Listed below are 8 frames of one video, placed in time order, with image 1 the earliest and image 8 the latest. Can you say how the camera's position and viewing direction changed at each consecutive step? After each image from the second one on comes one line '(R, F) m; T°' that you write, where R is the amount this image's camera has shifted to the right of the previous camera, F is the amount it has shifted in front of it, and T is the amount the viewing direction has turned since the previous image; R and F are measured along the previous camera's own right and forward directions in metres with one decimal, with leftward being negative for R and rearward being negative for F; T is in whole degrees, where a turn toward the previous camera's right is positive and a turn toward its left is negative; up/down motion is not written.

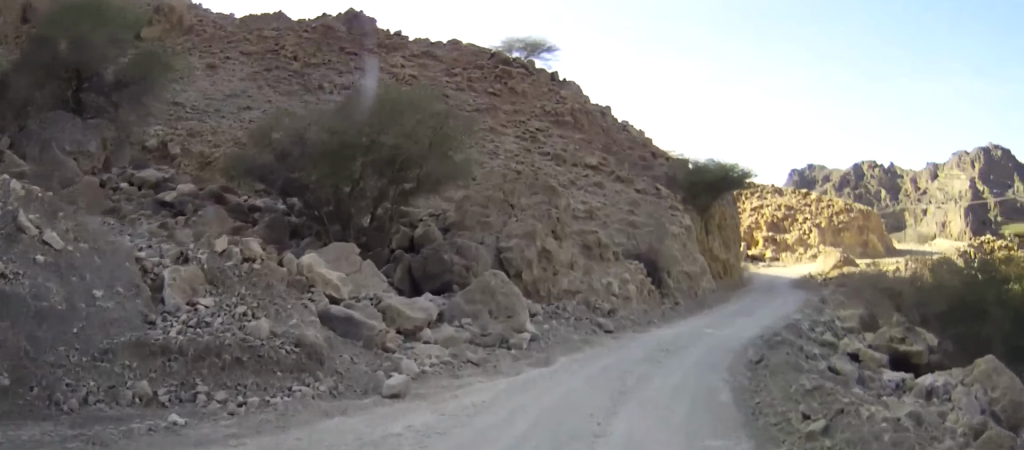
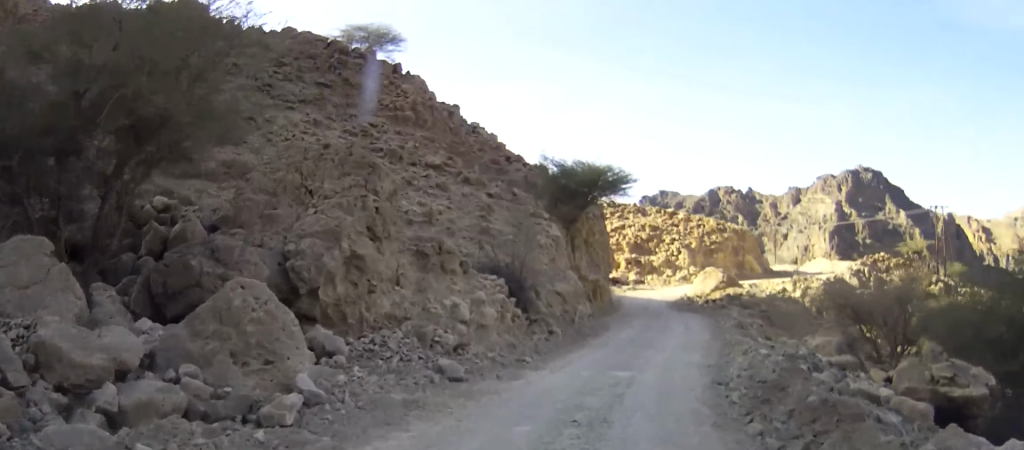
(+0.8, +7.5) m; +12°
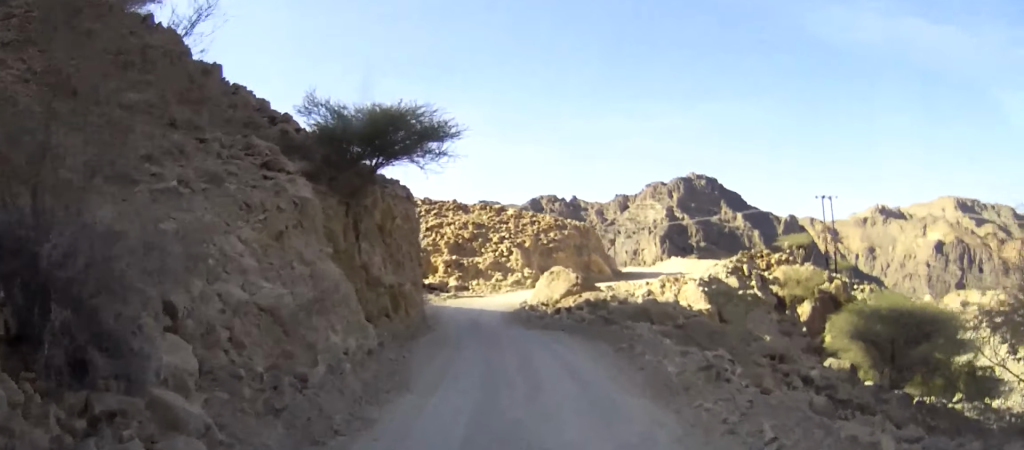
(+2.3, +14.0) m; +15°
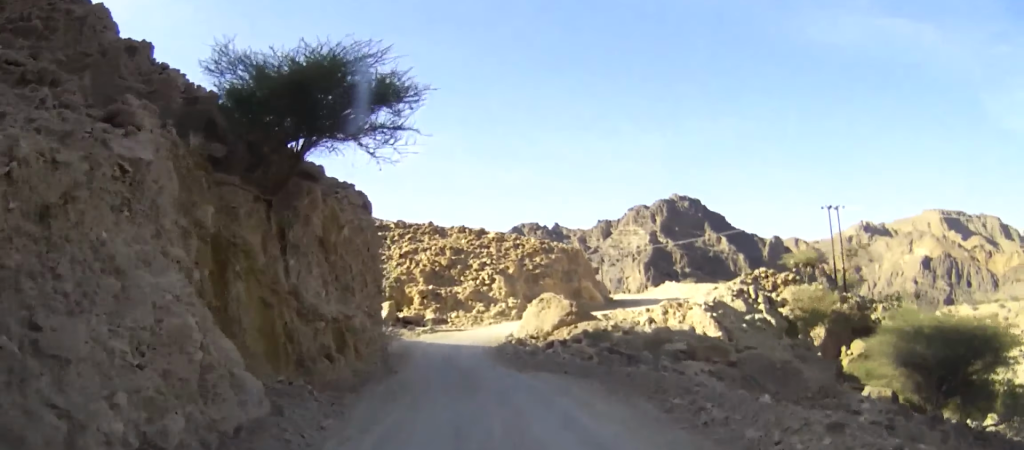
(+0.2, +6.0) m; +2°
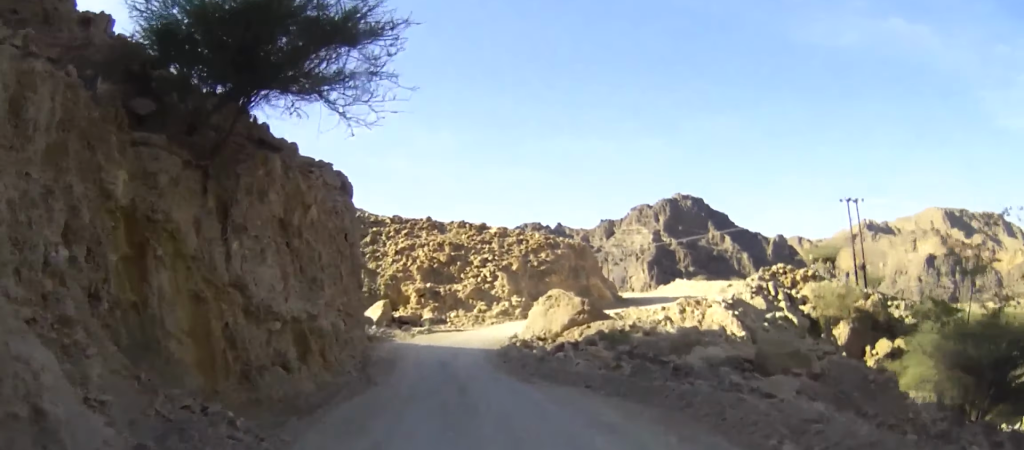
(+0.1, +3.8) m; 0°
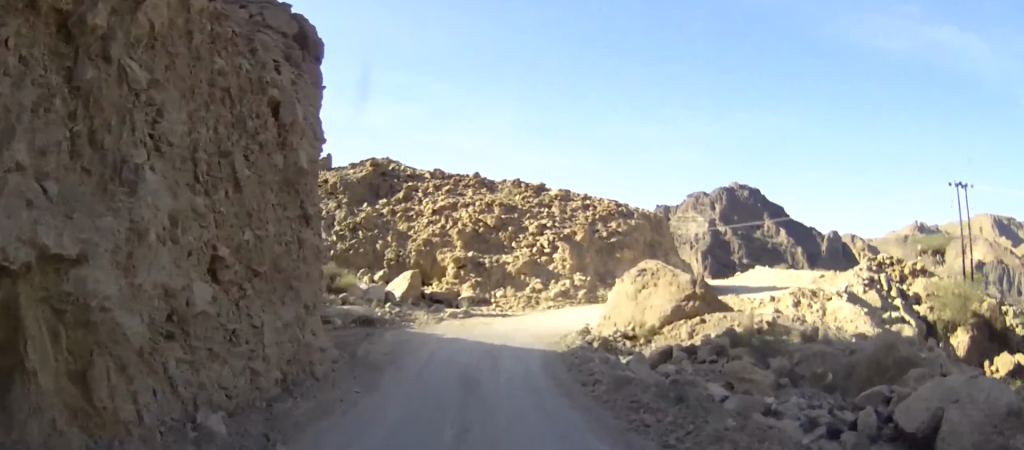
(-0.2, +11.0) m; -3°
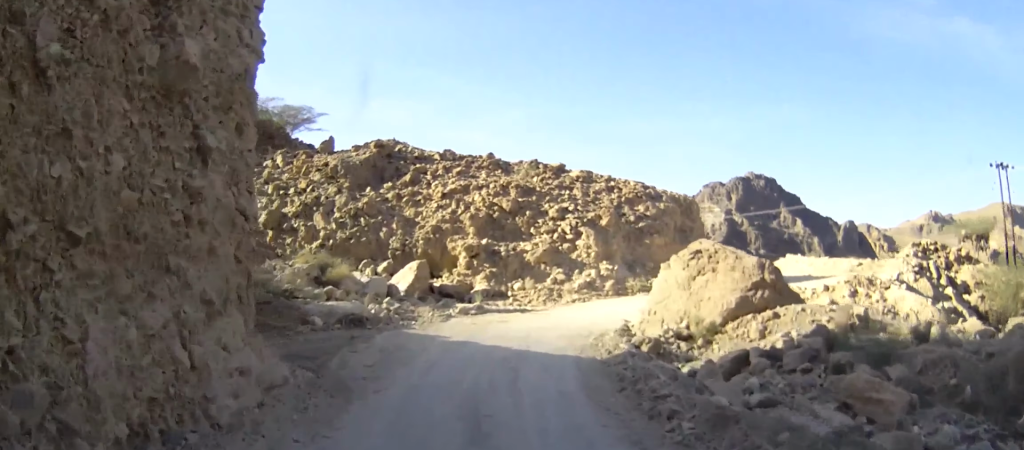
(-0.1, +4.9) m; -1°
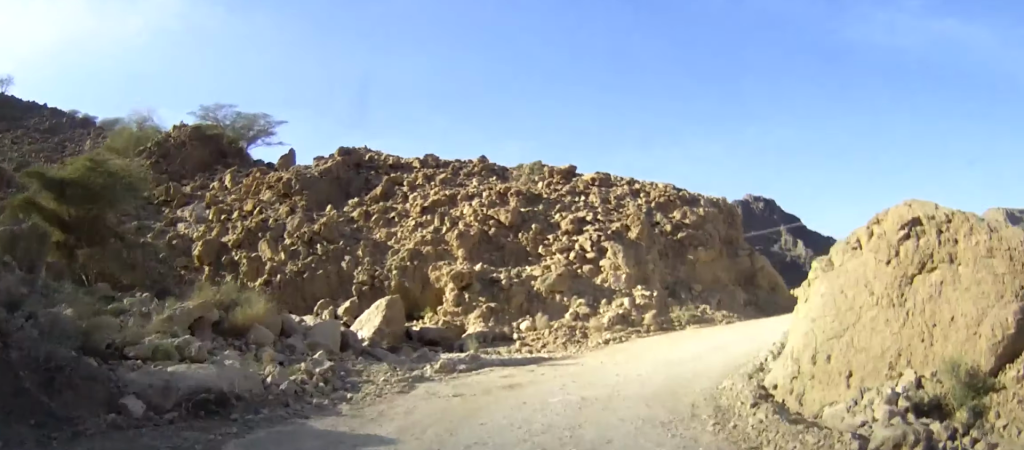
(-0.2, +10.6) m; 0°
